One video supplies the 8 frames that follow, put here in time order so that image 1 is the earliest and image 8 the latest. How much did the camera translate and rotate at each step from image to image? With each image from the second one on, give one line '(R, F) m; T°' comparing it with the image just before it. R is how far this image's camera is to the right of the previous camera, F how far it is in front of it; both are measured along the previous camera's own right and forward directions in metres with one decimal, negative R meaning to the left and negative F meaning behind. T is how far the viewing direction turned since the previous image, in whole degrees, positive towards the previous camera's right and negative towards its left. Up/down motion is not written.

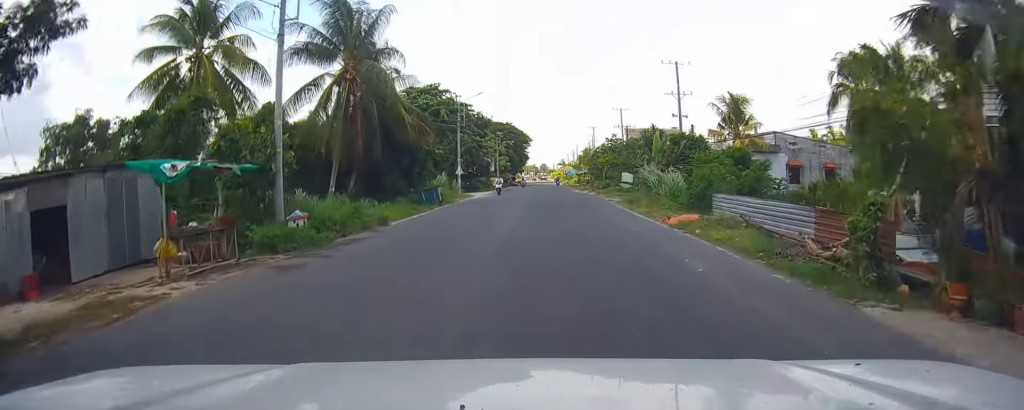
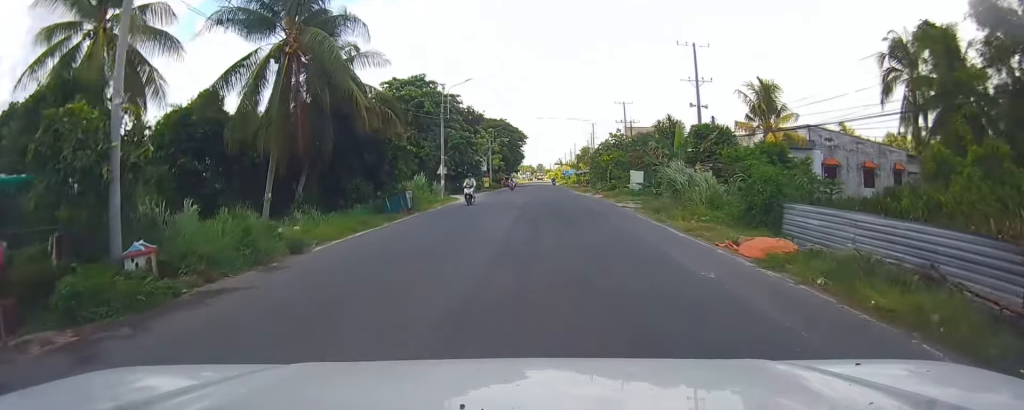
(0.0, +7.7) m; 0°
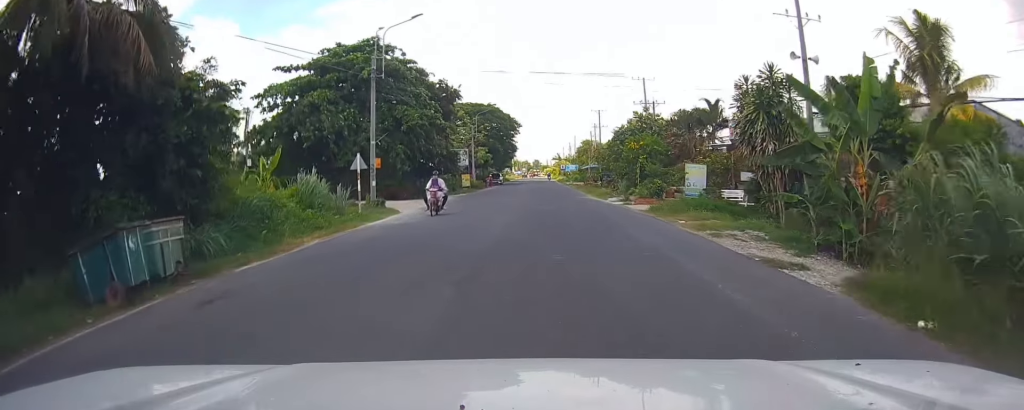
(0.0, +20.0) m; +1°
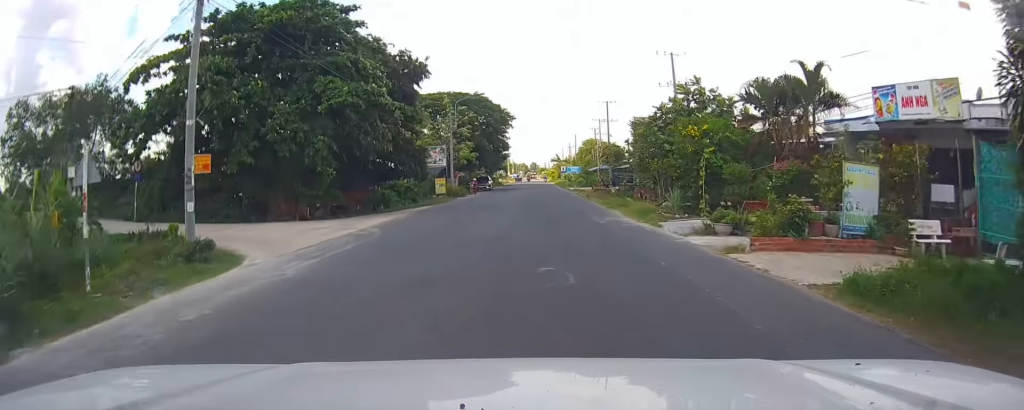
(+0.8, +16.6) m; +4°
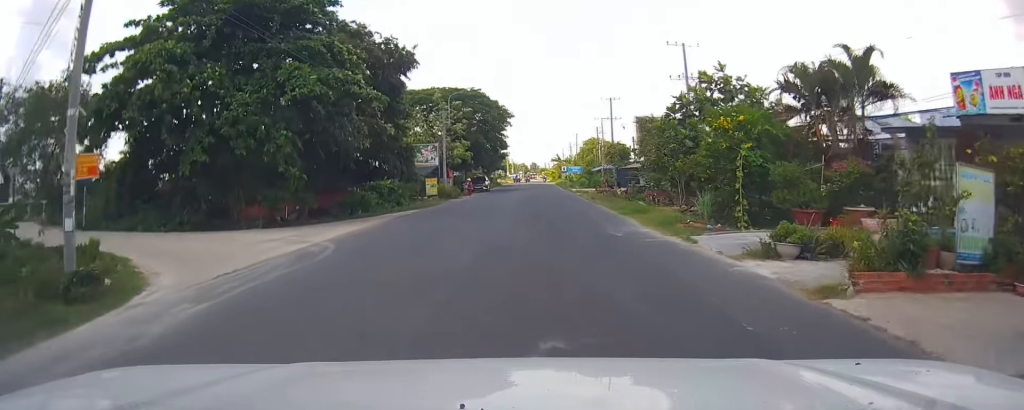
(0.0, +4.4) m; 0°
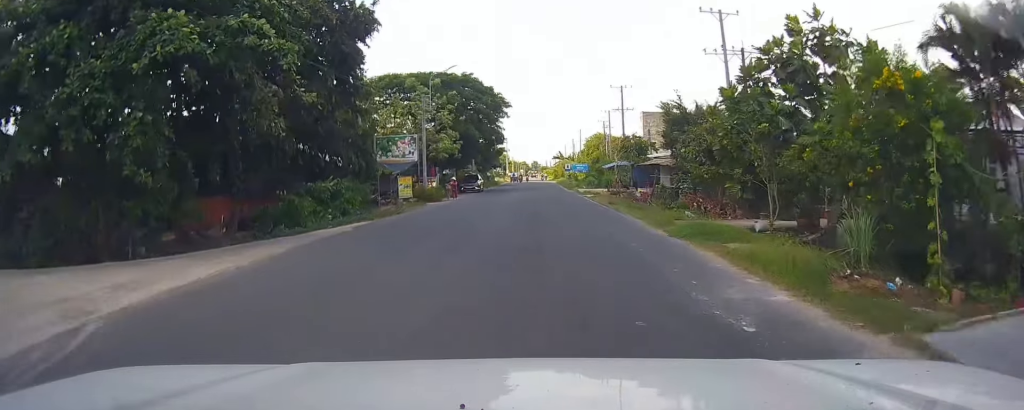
(-0.2, +9.5) m; -1°
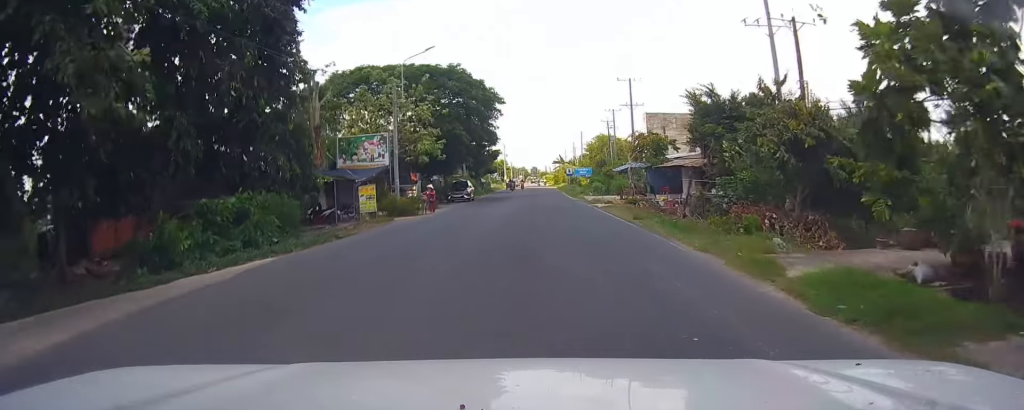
(0.0, +8.7) m; 0°
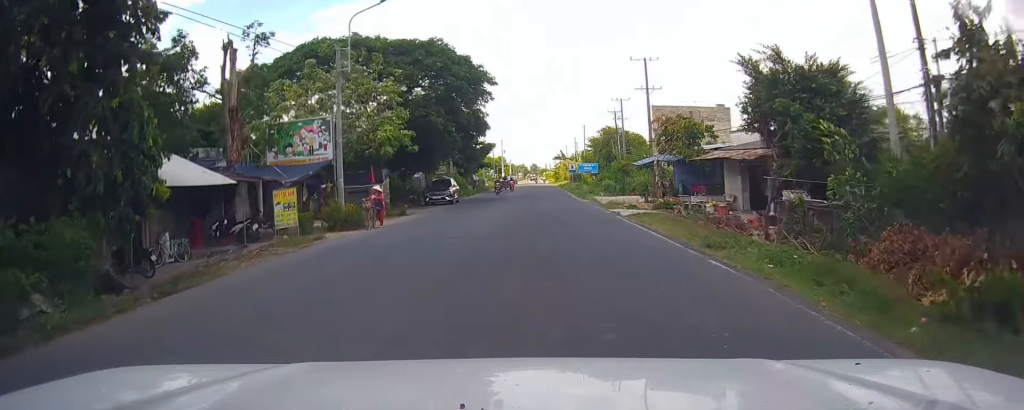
(0.0, +10.3) m; 0°
